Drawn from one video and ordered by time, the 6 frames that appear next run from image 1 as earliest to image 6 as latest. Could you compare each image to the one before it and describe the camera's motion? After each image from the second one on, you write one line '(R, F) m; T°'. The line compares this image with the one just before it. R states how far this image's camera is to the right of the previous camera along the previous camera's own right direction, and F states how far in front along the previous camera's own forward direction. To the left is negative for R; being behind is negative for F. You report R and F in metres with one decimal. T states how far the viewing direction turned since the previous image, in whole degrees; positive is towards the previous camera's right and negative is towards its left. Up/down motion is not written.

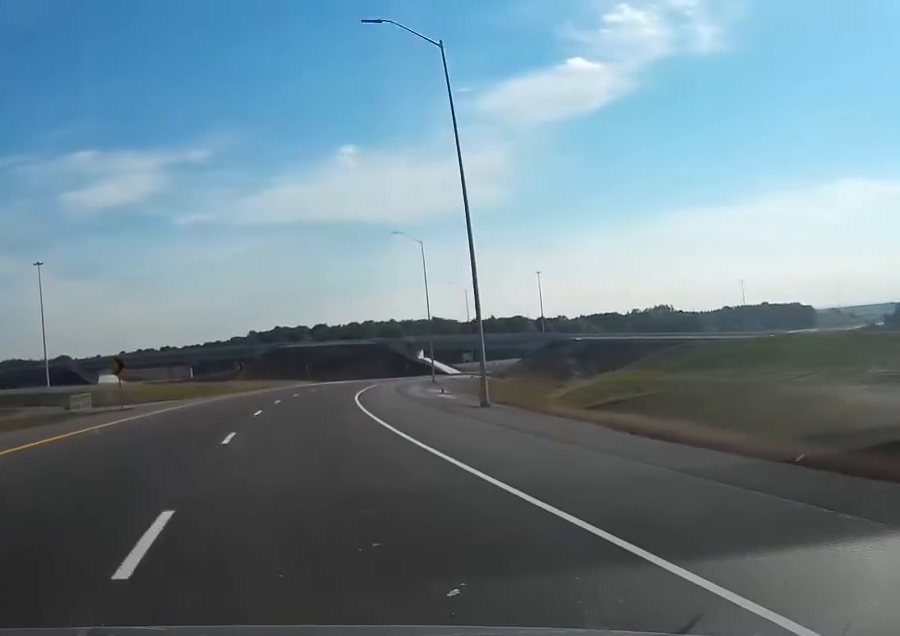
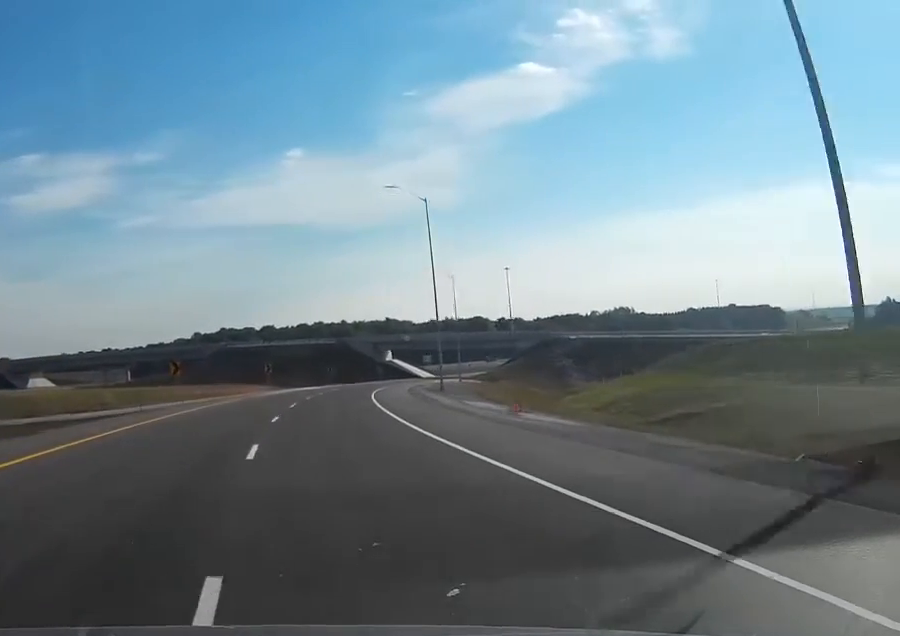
(+0.7, +27.0) m; +3°
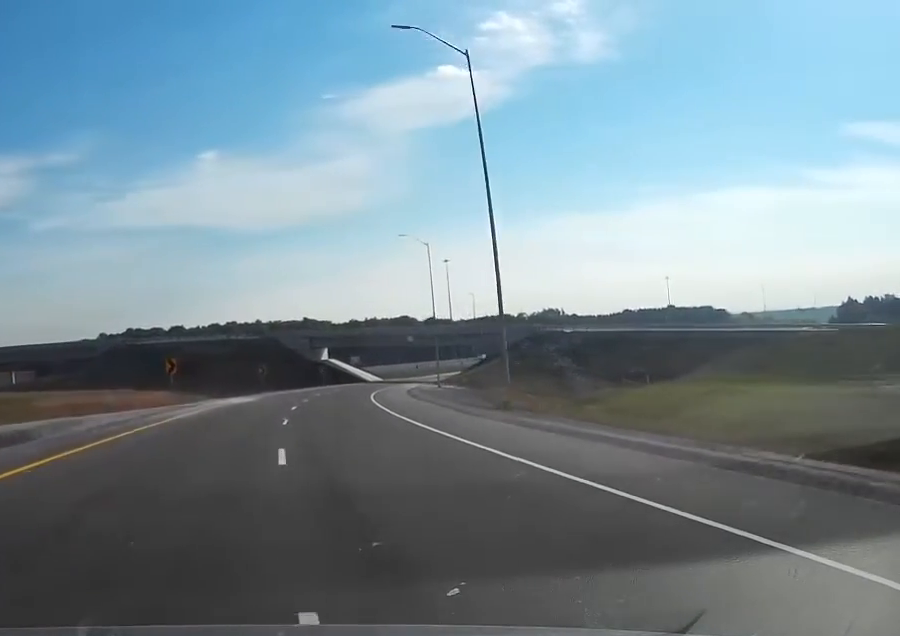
(+1.6, +36.7) m; +7°
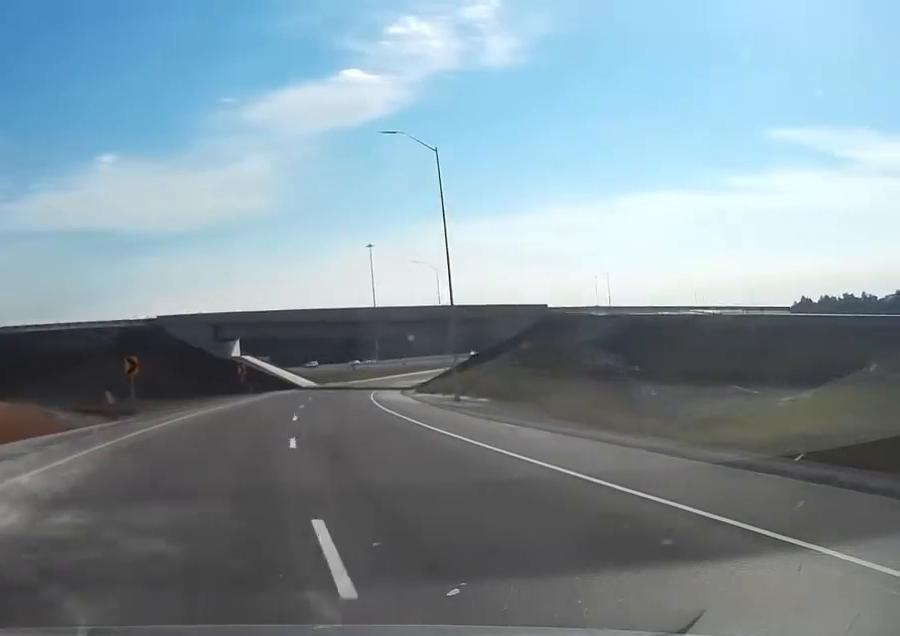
(+2.1, +44.1) m; +5°
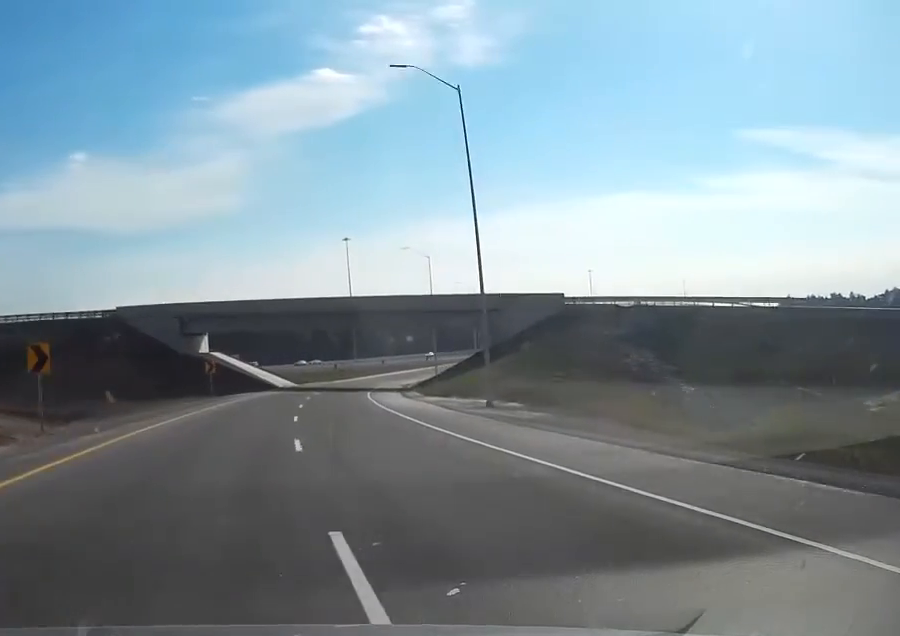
(0.0, +12.5) m; +2°
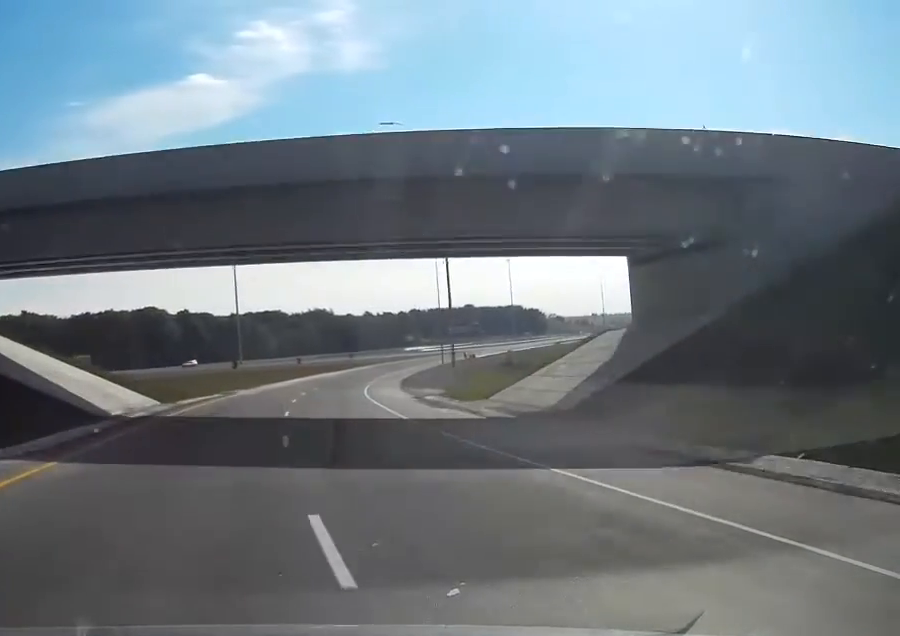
(+6.9, +55.9) m; +22°
